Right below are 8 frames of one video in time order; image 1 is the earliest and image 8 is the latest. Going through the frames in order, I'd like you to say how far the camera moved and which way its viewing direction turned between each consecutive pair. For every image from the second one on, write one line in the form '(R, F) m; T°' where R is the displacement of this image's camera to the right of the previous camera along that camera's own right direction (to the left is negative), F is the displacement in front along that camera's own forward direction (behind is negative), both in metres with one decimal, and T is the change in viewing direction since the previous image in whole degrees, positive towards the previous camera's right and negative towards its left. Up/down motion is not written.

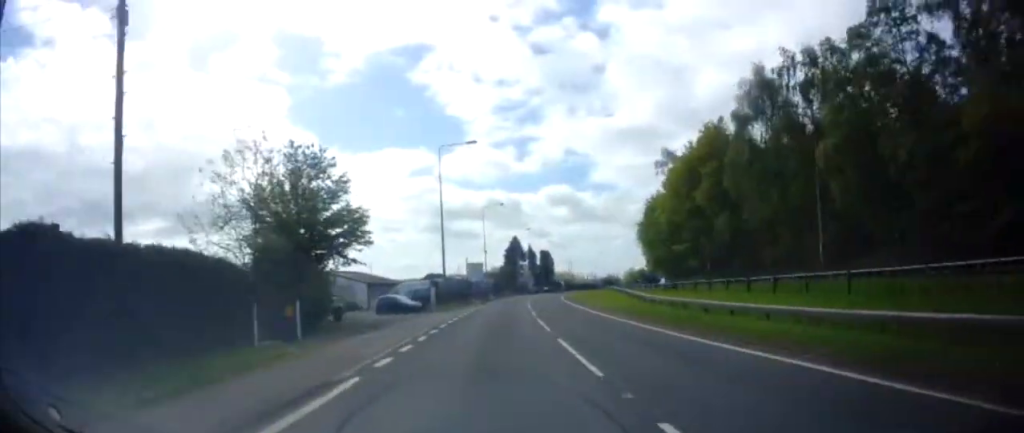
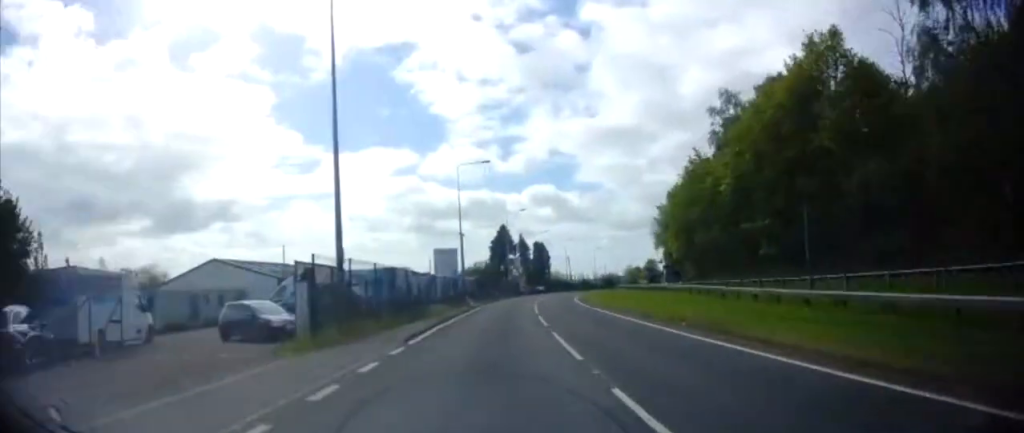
(-0.1, +25.2) m; 0°
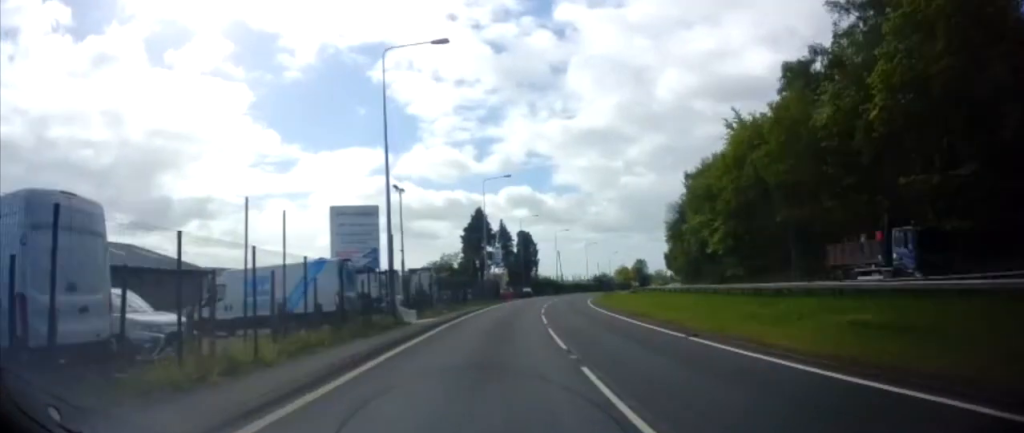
(+0.6, +25.1) m; +3°
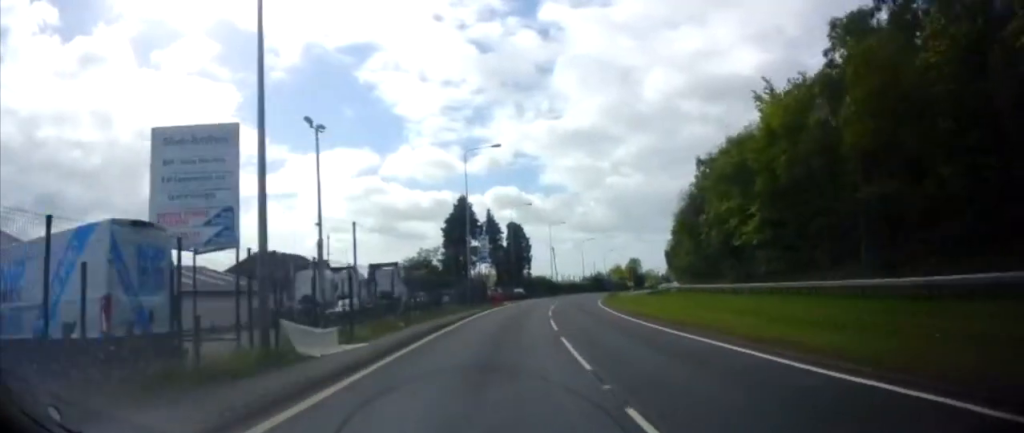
(+0.3, +12.3) m; +1°
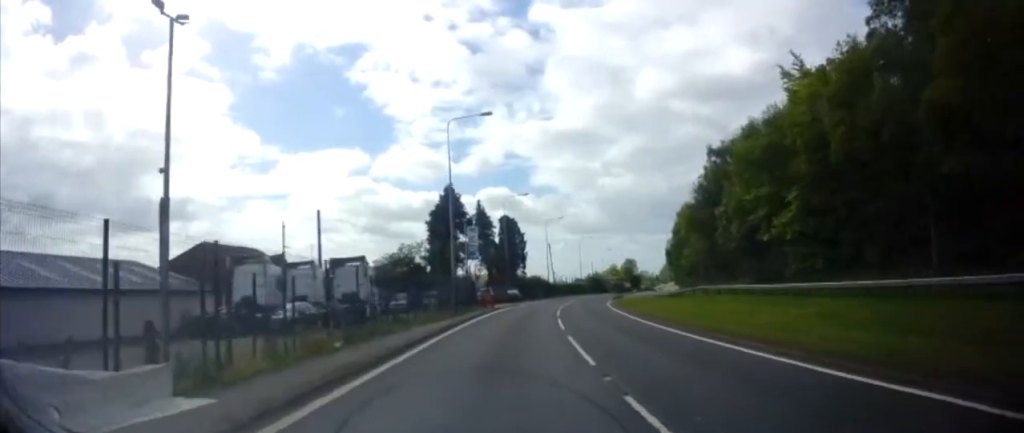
(0.0, +8.3) m; 0°
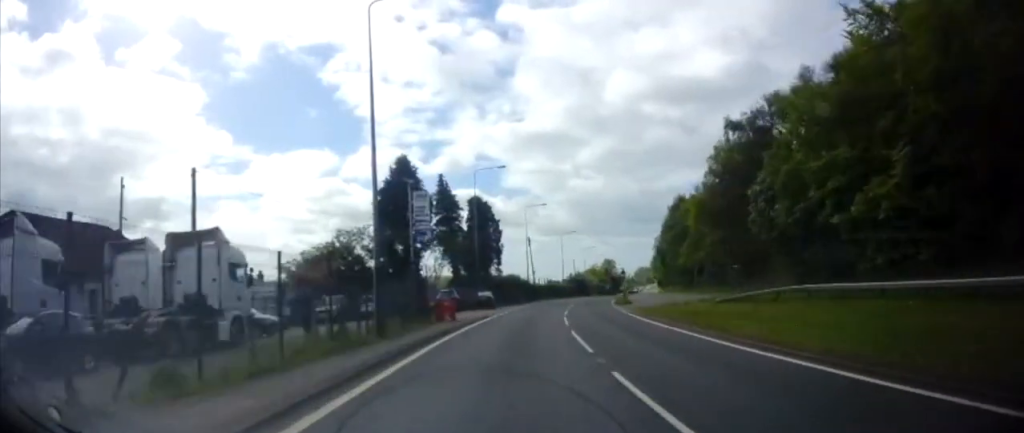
(+0.2, +15.7) m; +2°
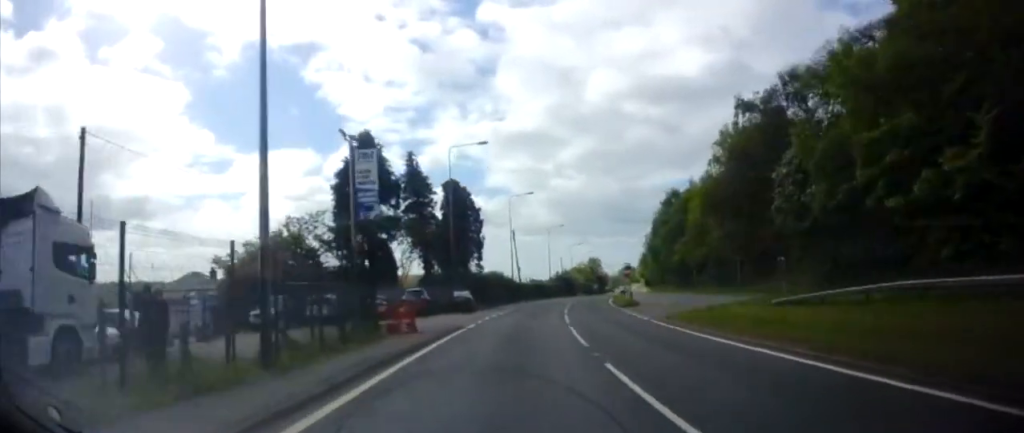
(0.0, +8.0) m; +2°
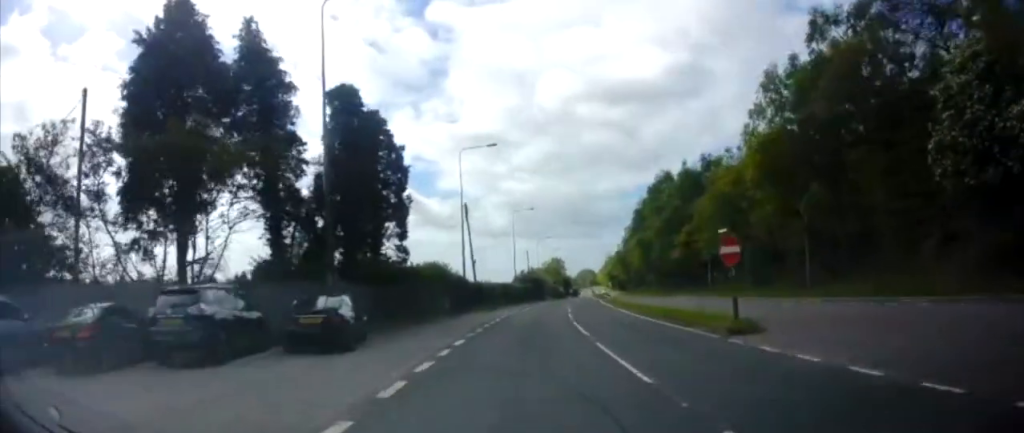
(+1.1, +22.8) m; +4°
